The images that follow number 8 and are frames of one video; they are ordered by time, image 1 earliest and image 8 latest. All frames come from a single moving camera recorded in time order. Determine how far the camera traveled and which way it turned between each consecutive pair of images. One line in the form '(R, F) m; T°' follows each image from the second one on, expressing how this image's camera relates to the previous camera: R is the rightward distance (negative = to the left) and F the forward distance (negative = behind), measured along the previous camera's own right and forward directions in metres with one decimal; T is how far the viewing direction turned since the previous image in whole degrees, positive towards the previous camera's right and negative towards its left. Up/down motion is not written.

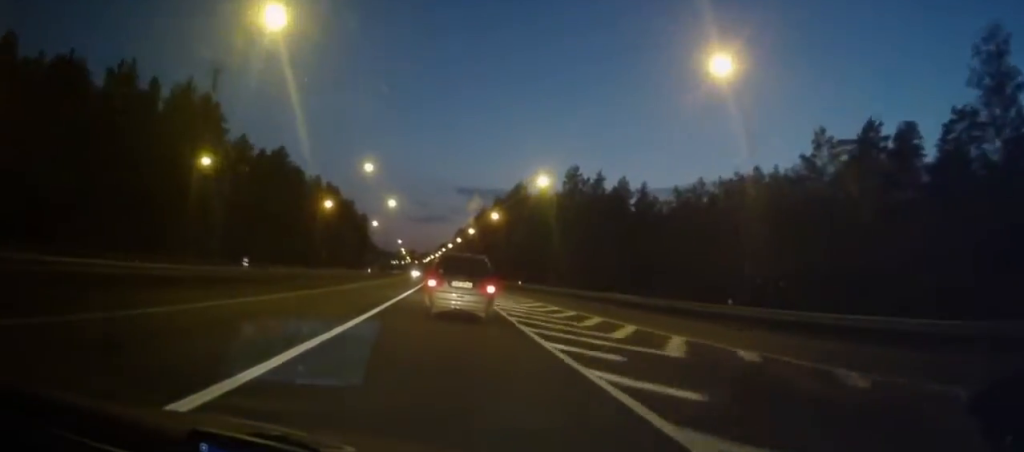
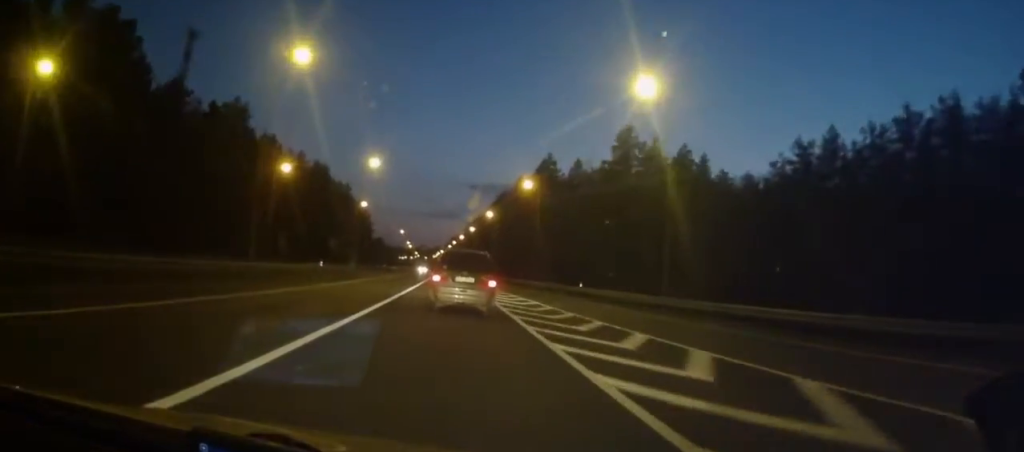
(-0.2, +30.0) m; 0°
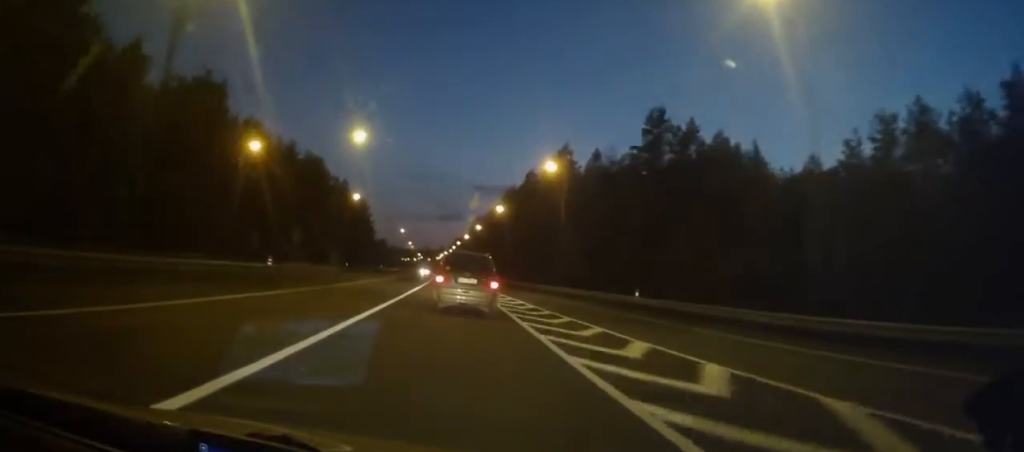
(0.0, +12.2) m; 0°
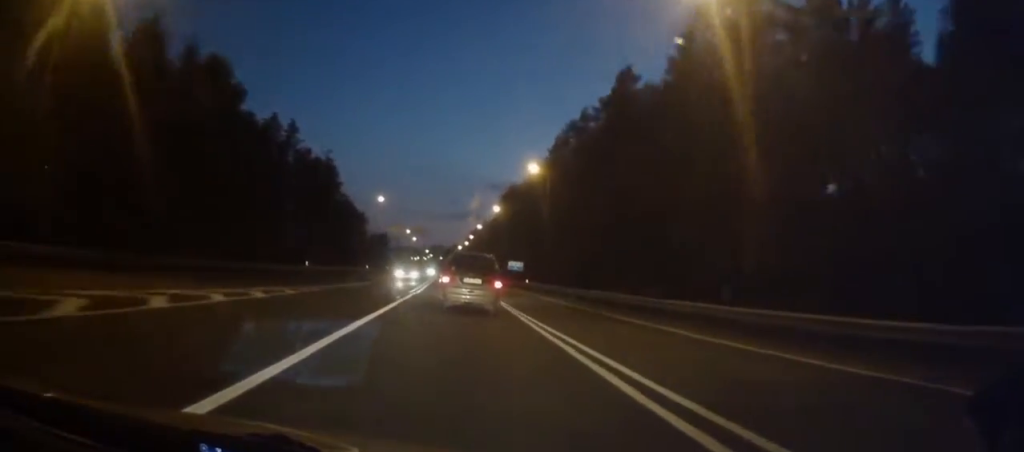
(-0.3, +67.3) m; -1°
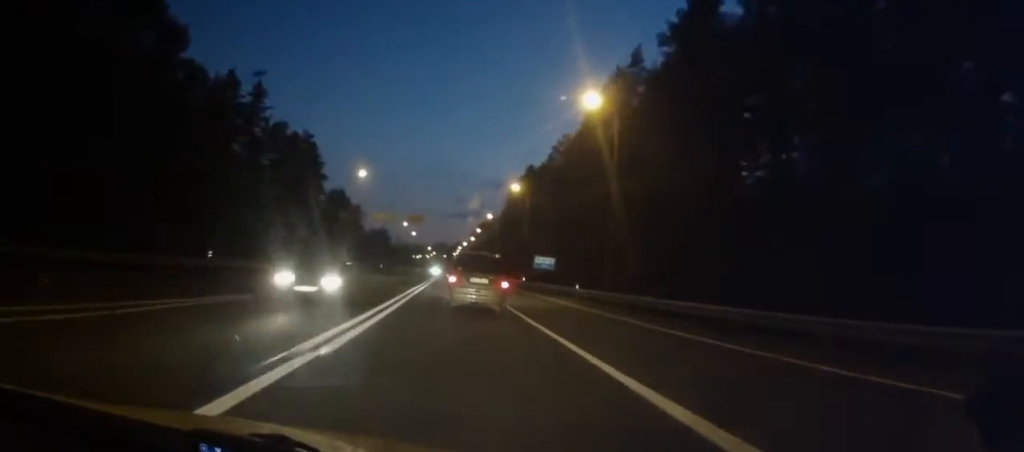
(-0.2, +20.7) m; -1°
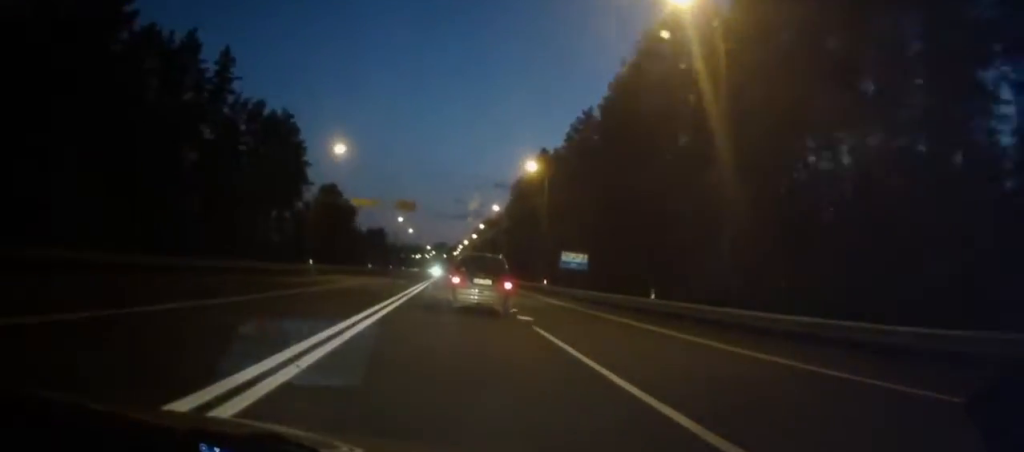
(-0.2, +13.0) m; 0°
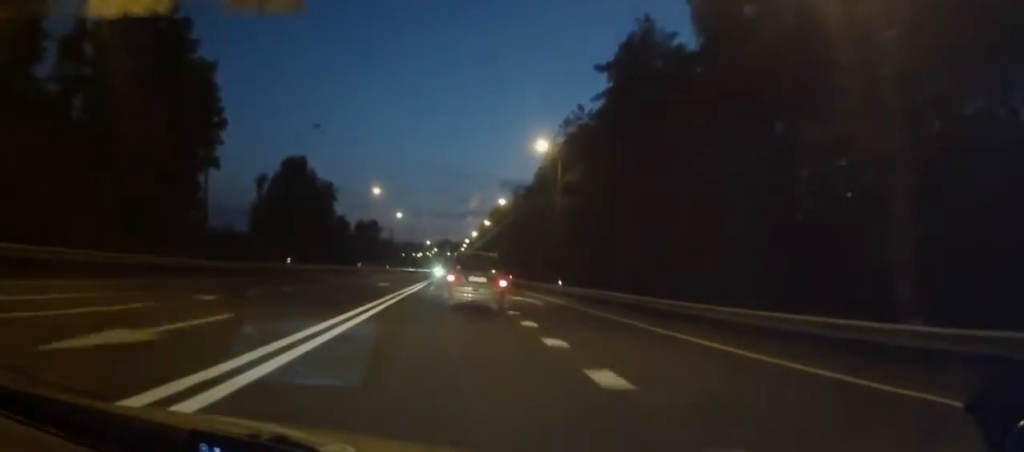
(+0.2, +41.7) m; 0°
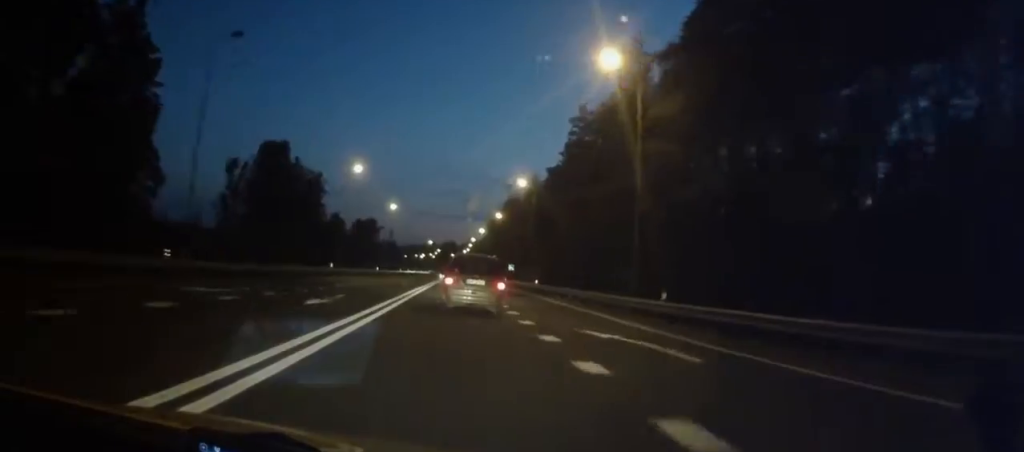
(-0.1, +18.2) m; -1°
